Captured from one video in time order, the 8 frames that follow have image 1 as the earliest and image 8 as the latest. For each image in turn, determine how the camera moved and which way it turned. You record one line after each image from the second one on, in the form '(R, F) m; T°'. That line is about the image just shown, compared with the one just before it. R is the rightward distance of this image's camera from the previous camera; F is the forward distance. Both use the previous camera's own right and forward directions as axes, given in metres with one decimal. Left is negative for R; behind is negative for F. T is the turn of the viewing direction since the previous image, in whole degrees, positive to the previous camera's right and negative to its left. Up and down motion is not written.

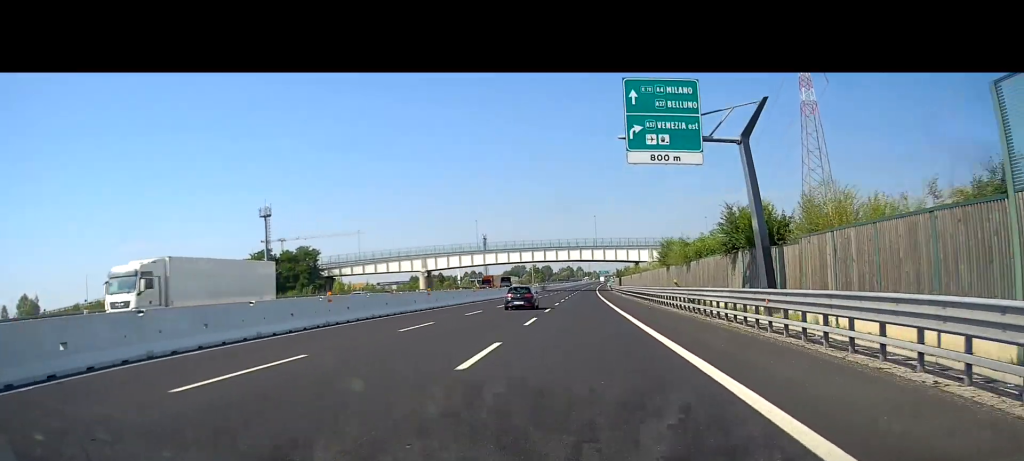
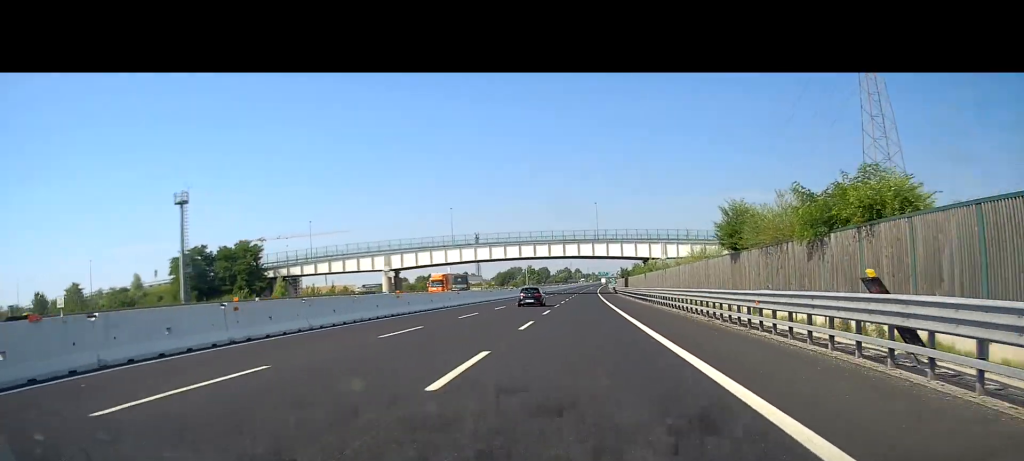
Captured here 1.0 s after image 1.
(0.0, +25.4) m; +1°
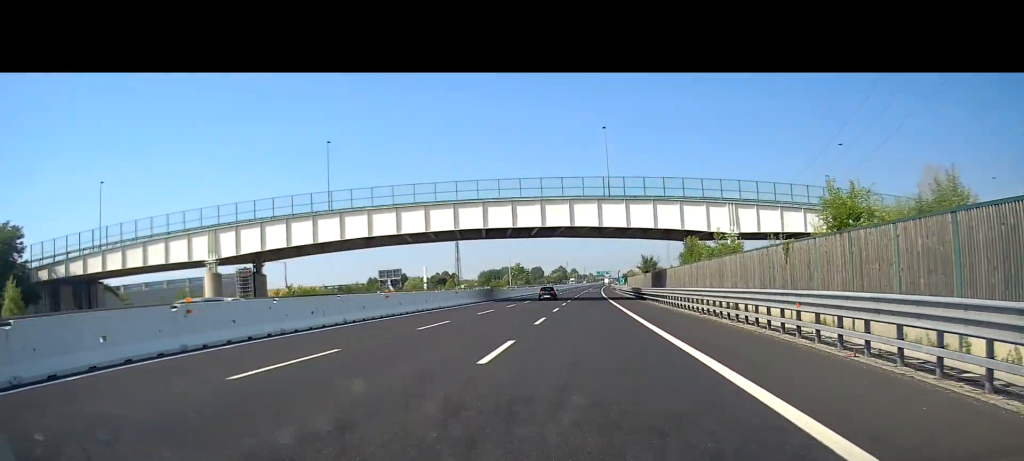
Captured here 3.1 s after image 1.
(+0.6, +56.9) m; +1°
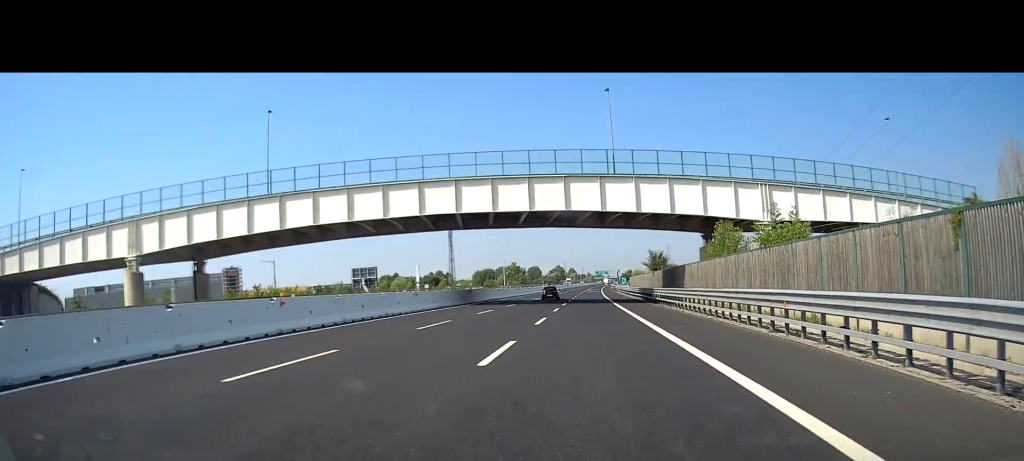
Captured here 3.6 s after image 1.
(0.0, +12.2) m; 0°
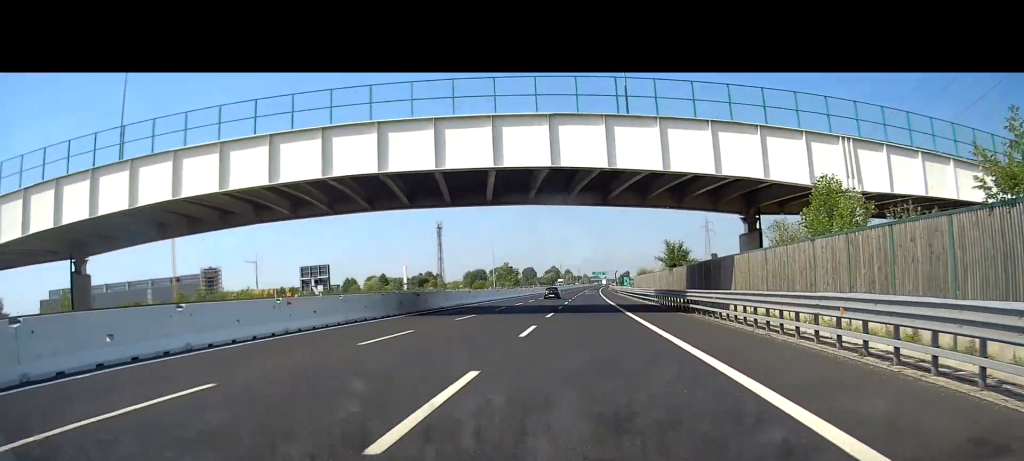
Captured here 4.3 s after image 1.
(0.0, +17.5) m; 0°
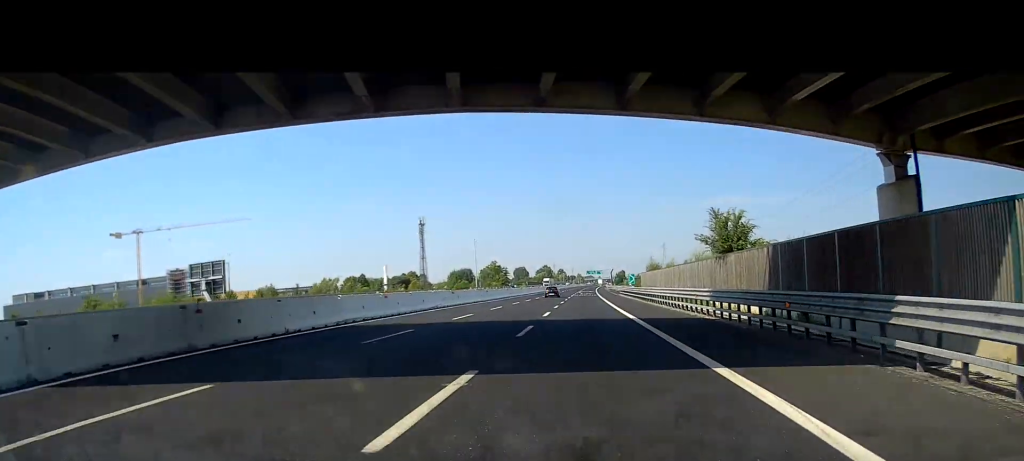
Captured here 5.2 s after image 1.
(0.0, +23.6) m; +1°
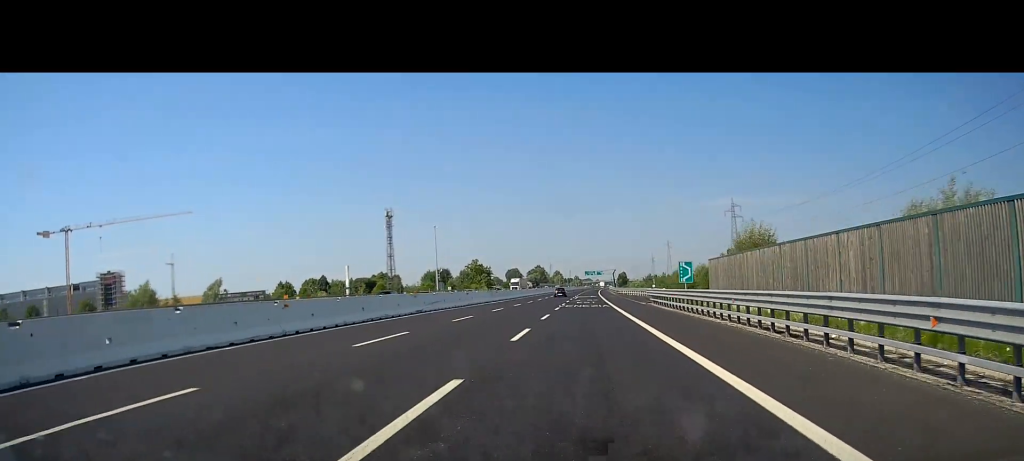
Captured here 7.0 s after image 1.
(+0.4, +47.9) m; 0°
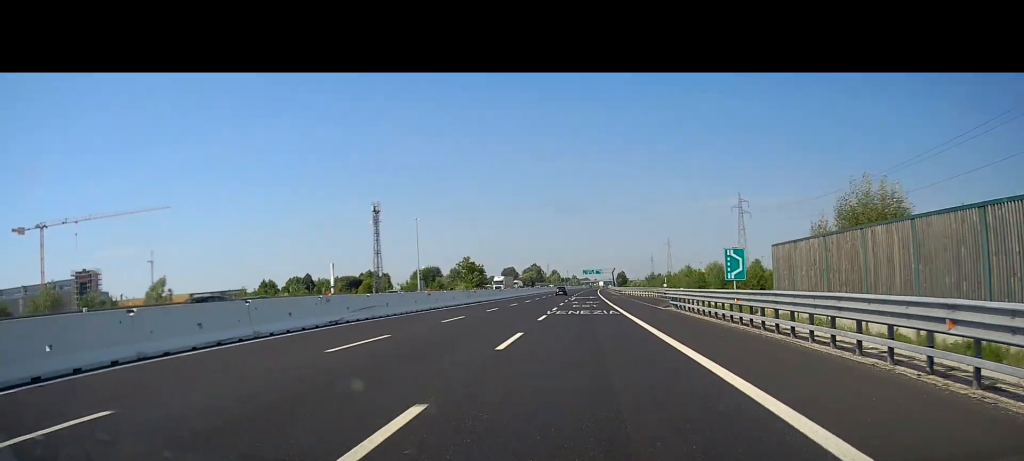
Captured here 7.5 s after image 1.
(-0.2, +13.9) m; 0°
